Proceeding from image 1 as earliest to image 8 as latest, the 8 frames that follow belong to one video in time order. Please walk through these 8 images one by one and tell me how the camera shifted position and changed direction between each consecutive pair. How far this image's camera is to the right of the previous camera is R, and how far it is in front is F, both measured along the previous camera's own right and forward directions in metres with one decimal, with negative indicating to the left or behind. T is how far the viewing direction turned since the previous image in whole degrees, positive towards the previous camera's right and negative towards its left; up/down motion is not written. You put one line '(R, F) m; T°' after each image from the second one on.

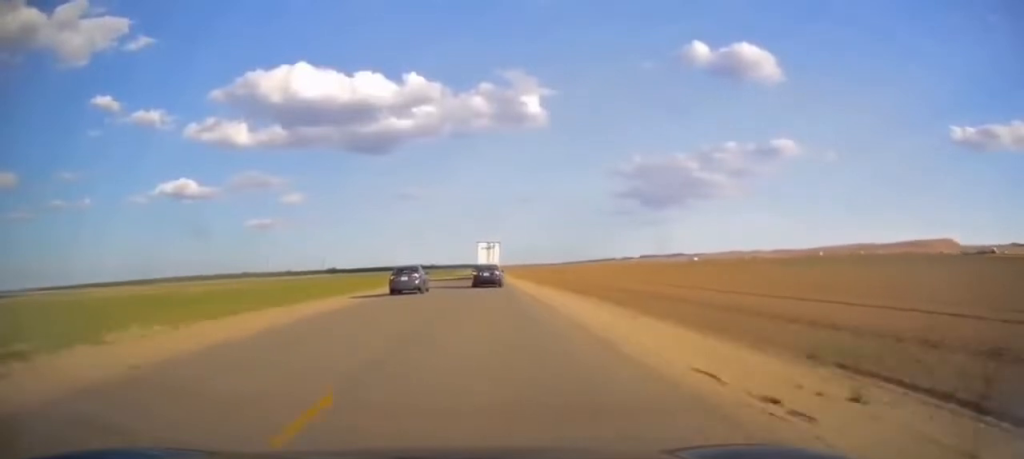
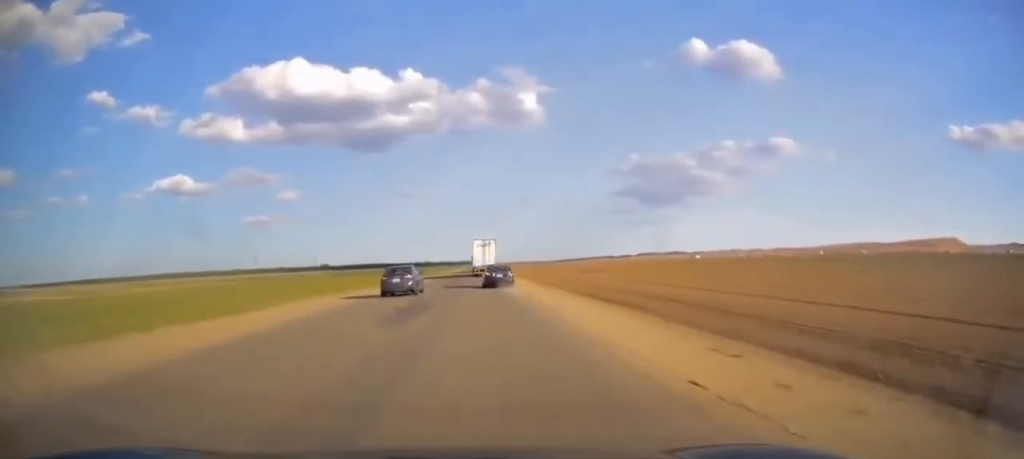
(+0.2, +34.1) m; 0°
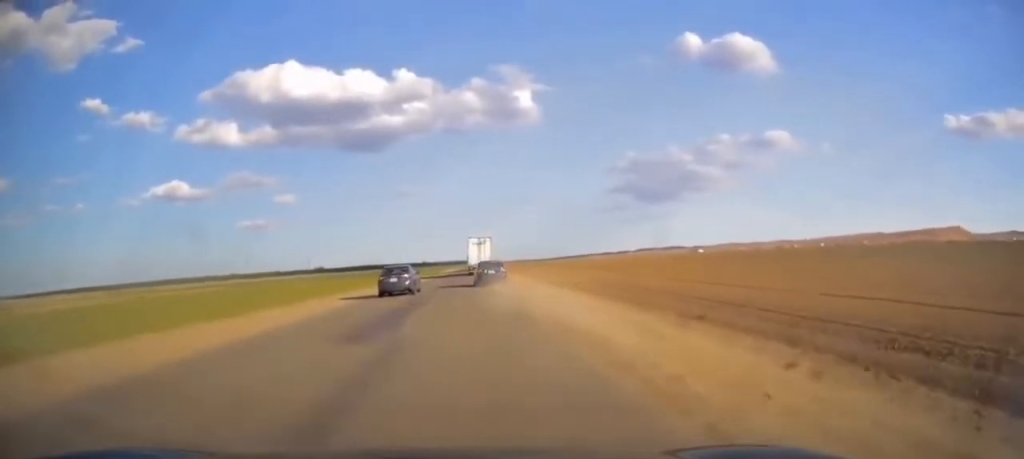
(-0.4, +28.4) m; 0°
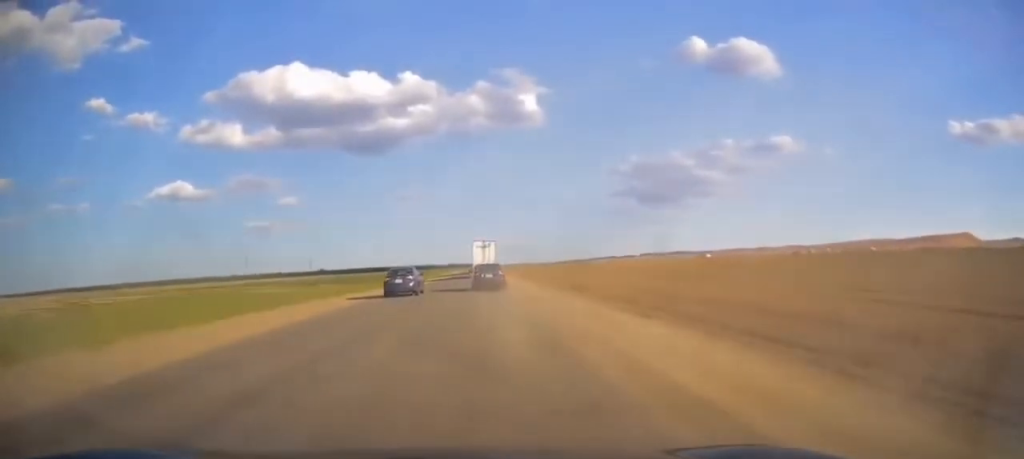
(+0.2, +19.9) m; 0°
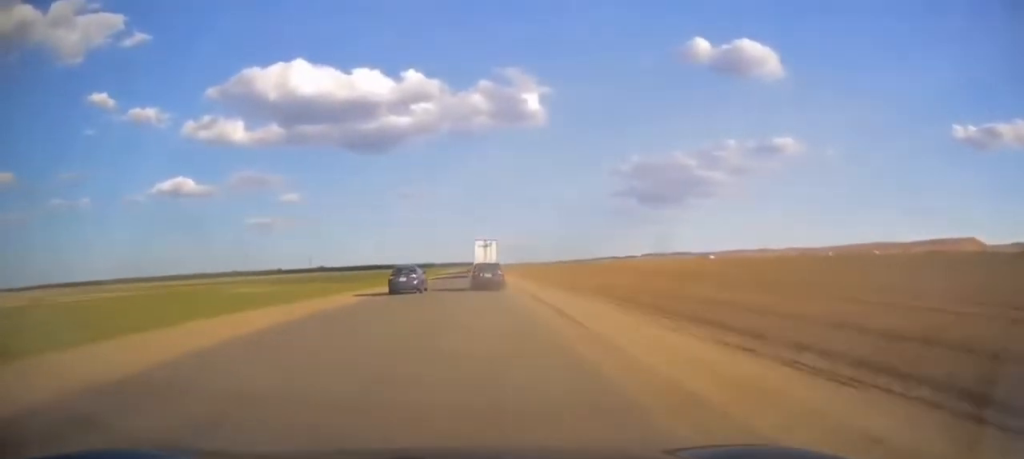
(+0.1, +10.8) m; 0°
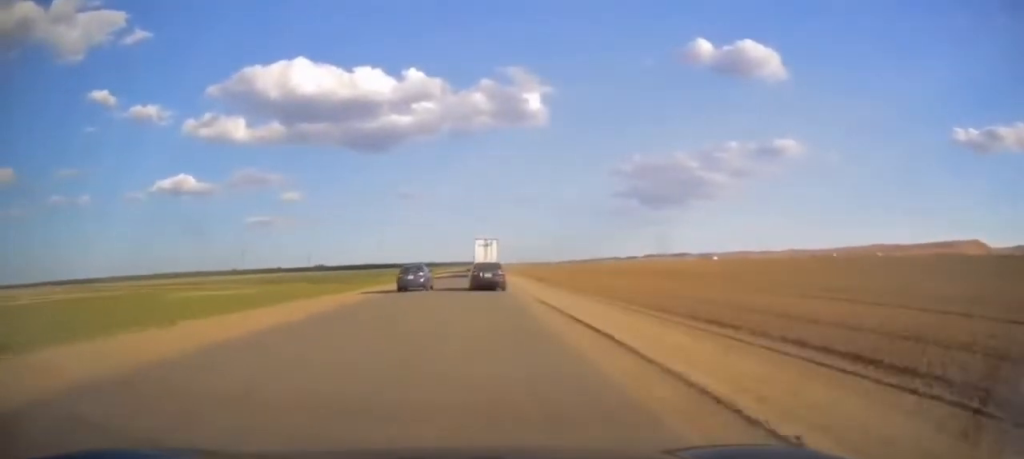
(-0.1, +15.1) m; 0°
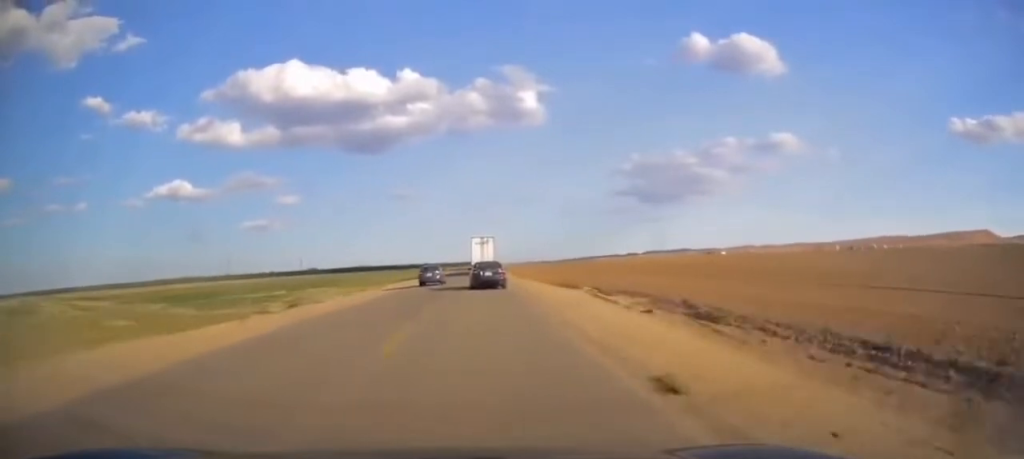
(-0.3, +46.6) m; 0°
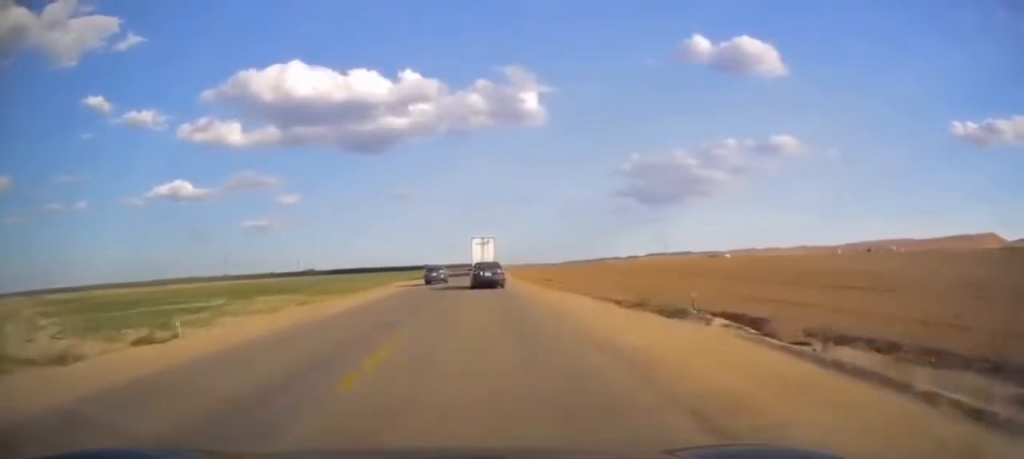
(-0.1, +17.4) m; +1°
